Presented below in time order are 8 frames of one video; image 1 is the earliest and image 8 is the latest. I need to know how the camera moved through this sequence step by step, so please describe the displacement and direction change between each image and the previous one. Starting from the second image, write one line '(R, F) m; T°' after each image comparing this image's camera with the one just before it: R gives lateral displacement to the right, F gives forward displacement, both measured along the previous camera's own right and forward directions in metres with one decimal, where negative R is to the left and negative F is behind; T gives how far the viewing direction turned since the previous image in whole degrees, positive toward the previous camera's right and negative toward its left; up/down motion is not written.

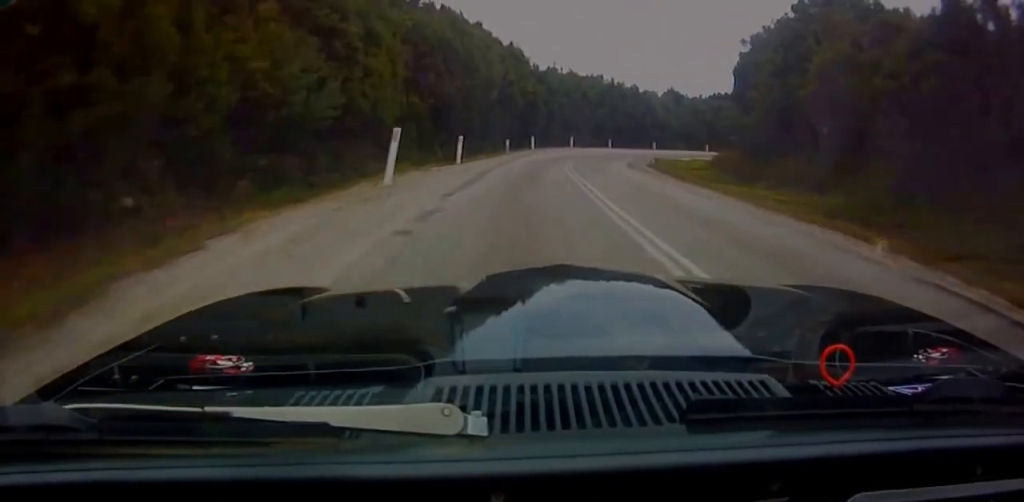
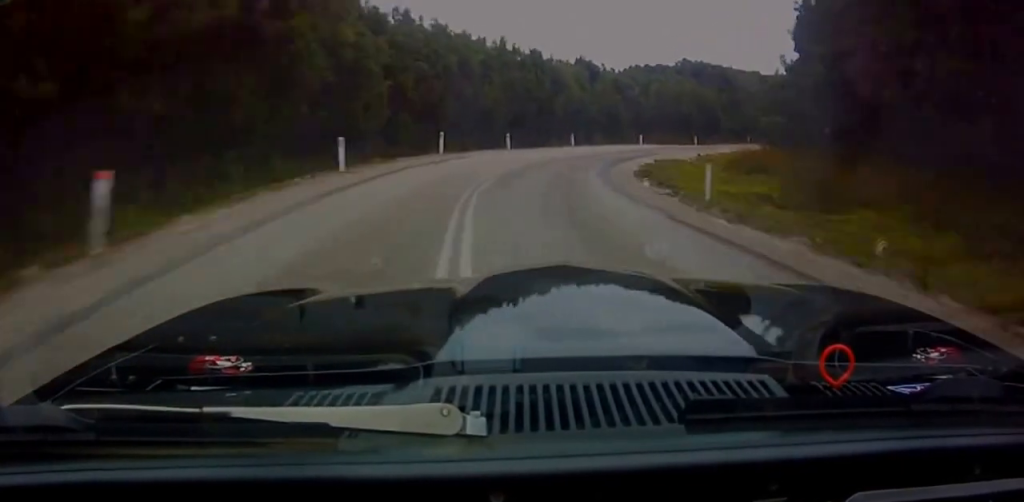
(+2.4, +29.6) m; +11°
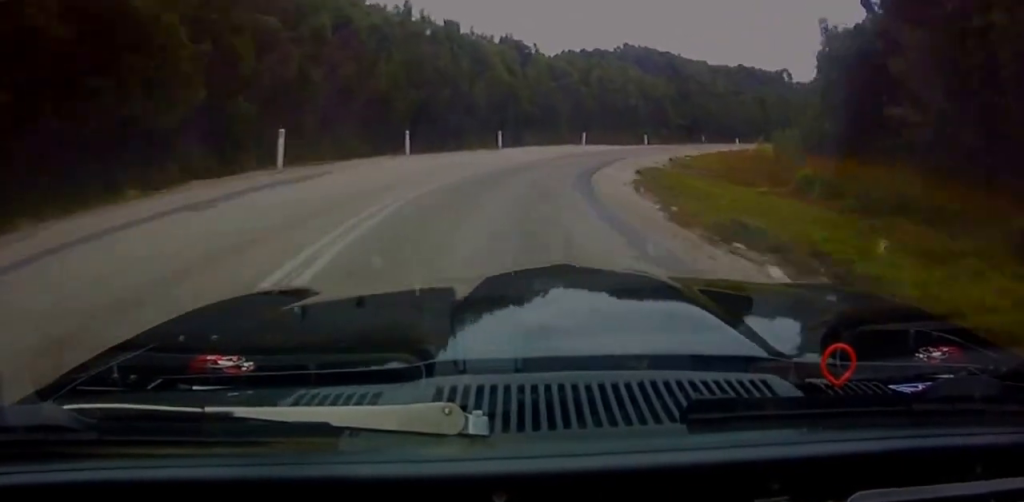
(+0.9, +13.5) m; +7°
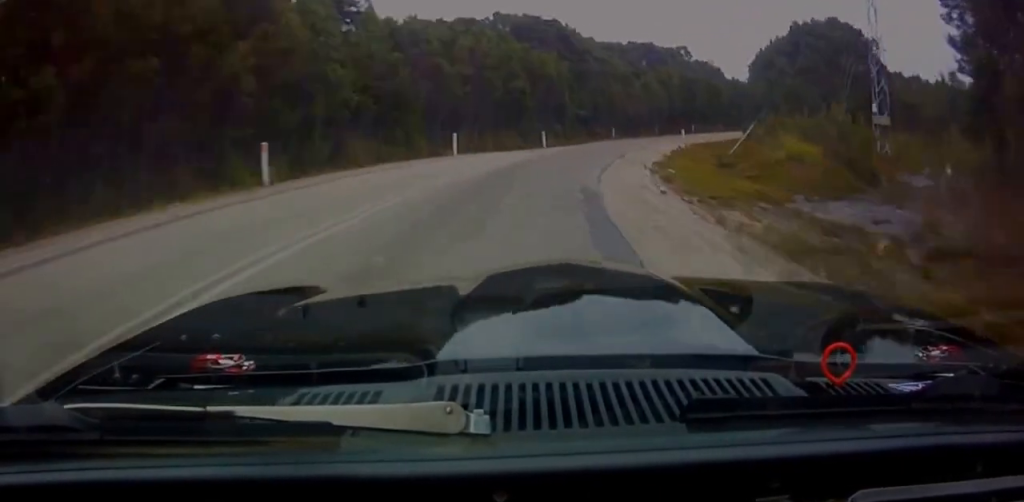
(+2.0, +22.8) m; +13°
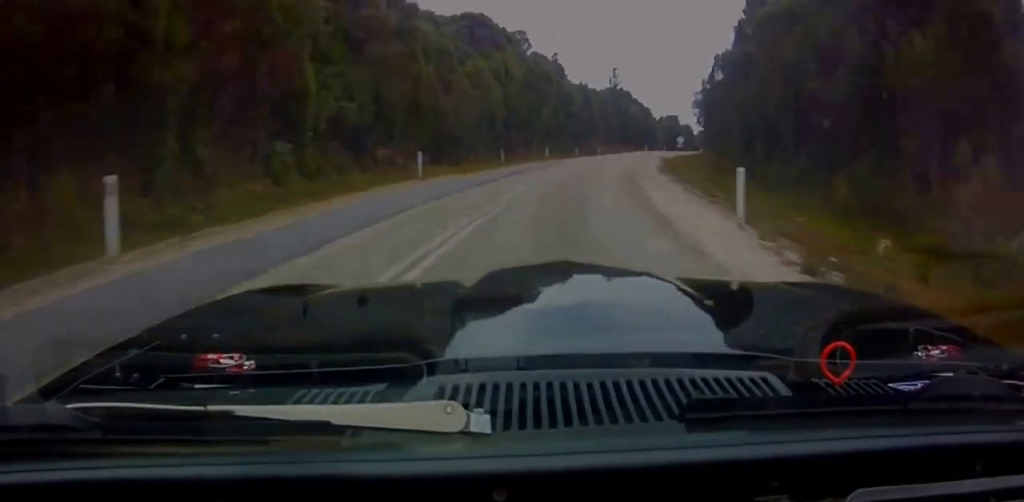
(+7.0, +34.1) m; +20°
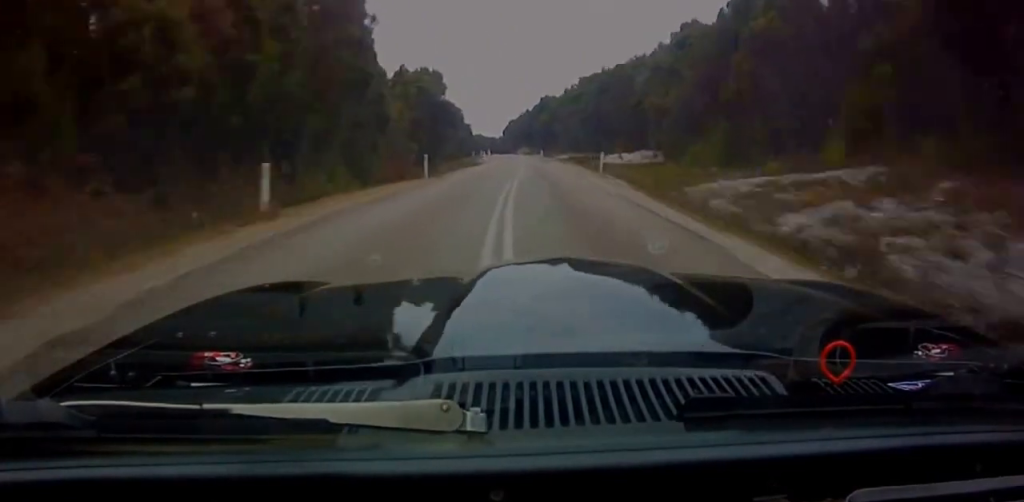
(+22.6, +110.3) m; +13°
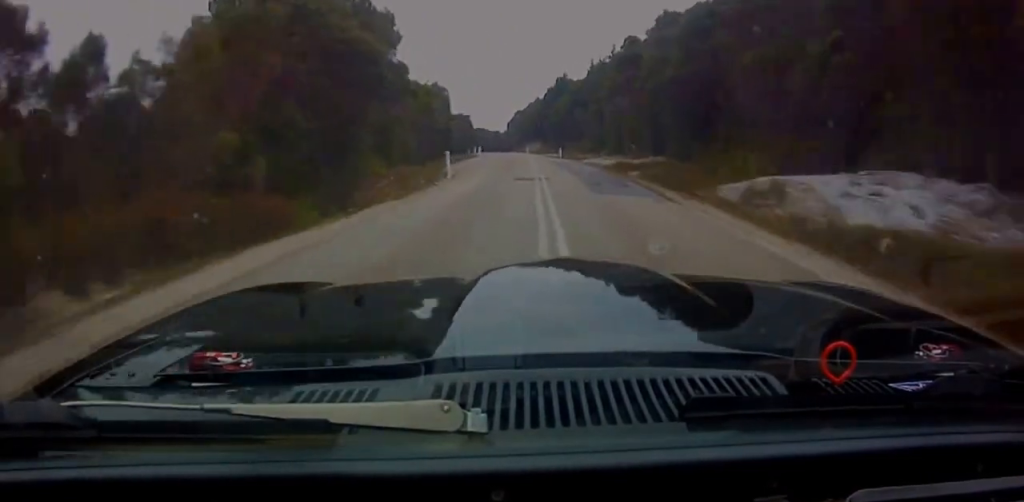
(-0.6, +34.7) m; -2°
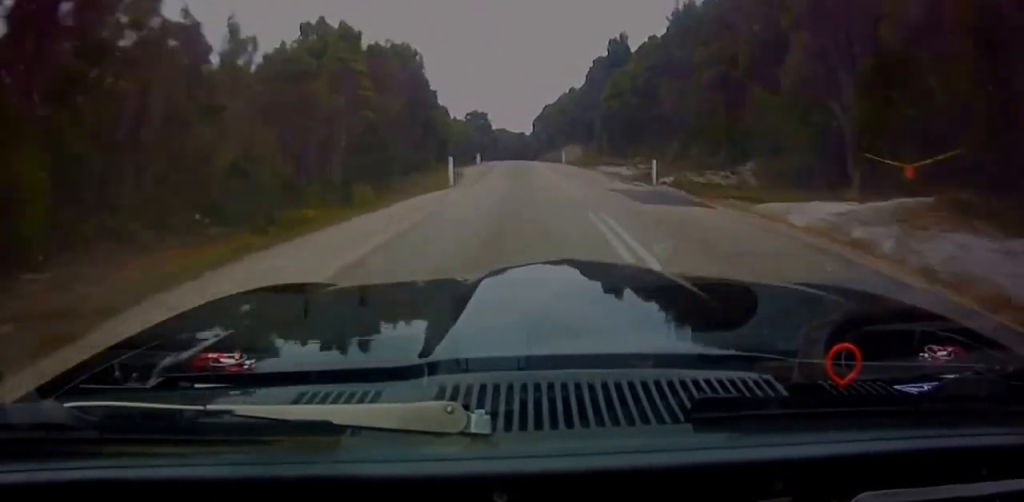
(-0.6, +35.8) m; -2°
